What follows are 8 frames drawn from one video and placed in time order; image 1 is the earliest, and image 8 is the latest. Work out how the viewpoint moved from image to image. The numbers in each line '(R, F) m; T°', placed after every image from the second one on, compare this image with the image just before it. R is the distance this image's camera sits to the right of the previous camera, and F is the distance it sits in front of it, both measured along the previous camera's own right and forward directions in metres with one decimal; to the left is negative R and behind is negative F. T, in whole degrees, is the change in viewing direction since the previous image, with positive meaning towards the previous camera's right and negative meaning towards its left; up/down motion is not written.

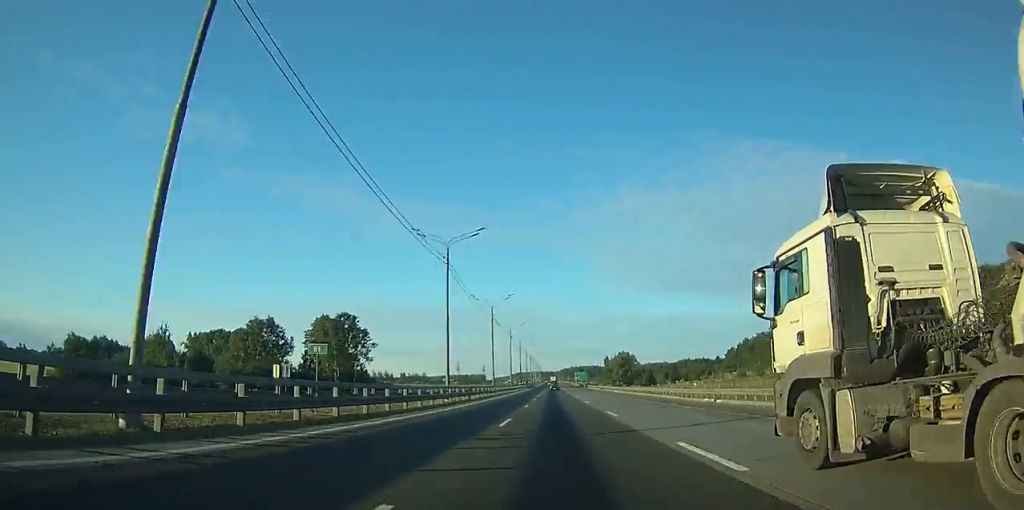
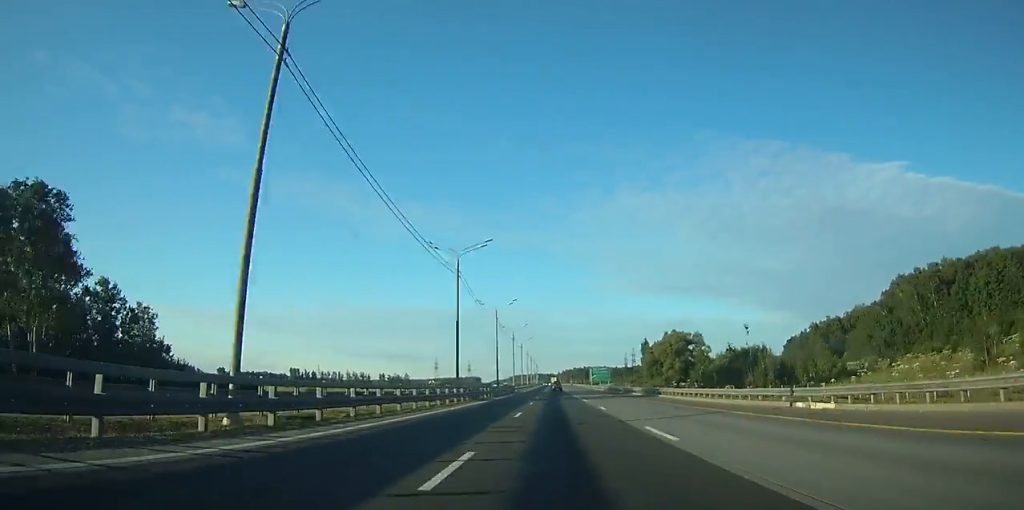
(0.0, +109.4) m; 0°
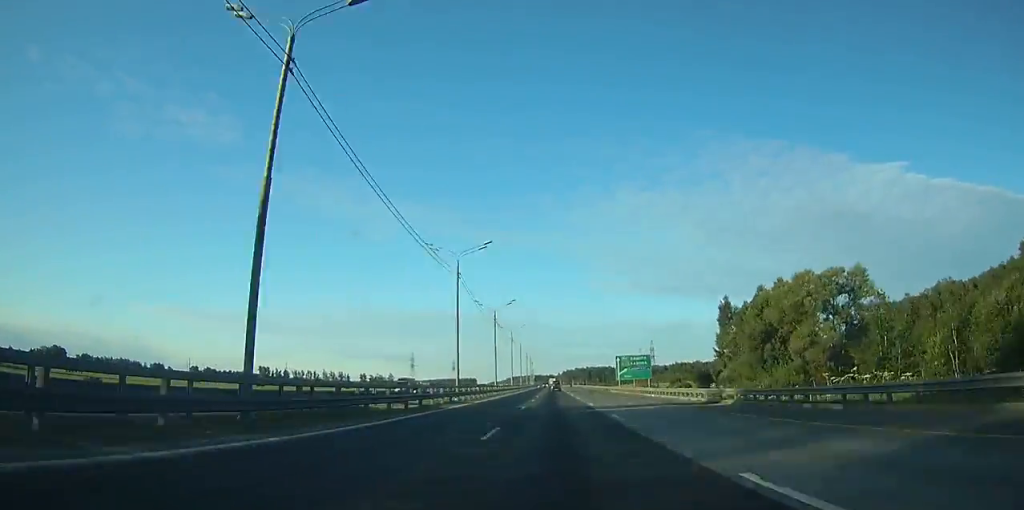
(+0.1, +72.1) m; 0°
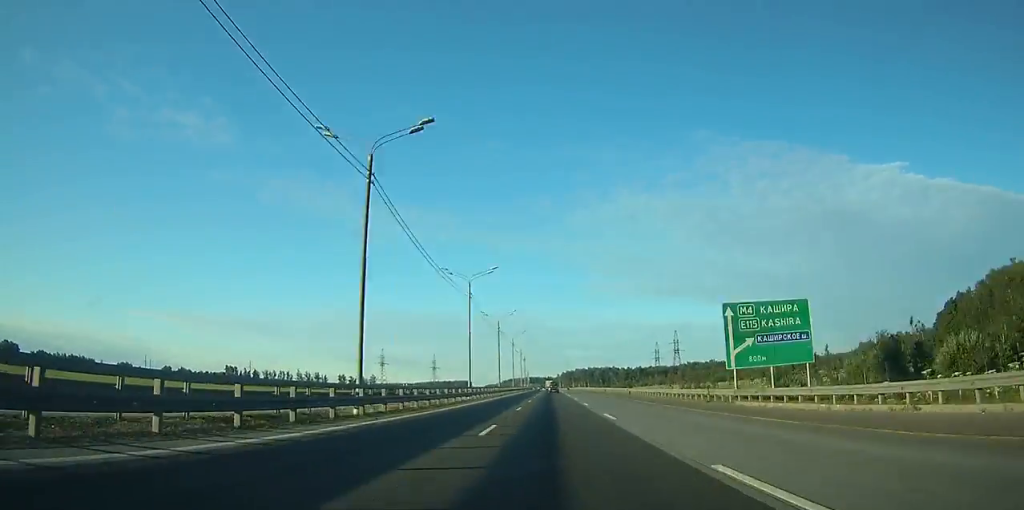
(0.0, +55.5) m; 0°
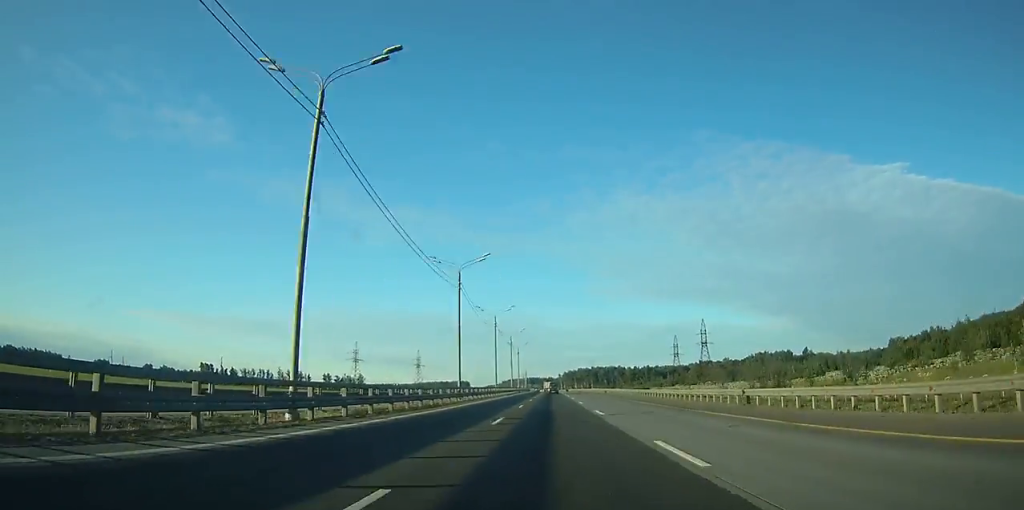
(0.0, +39.6) m; 0°
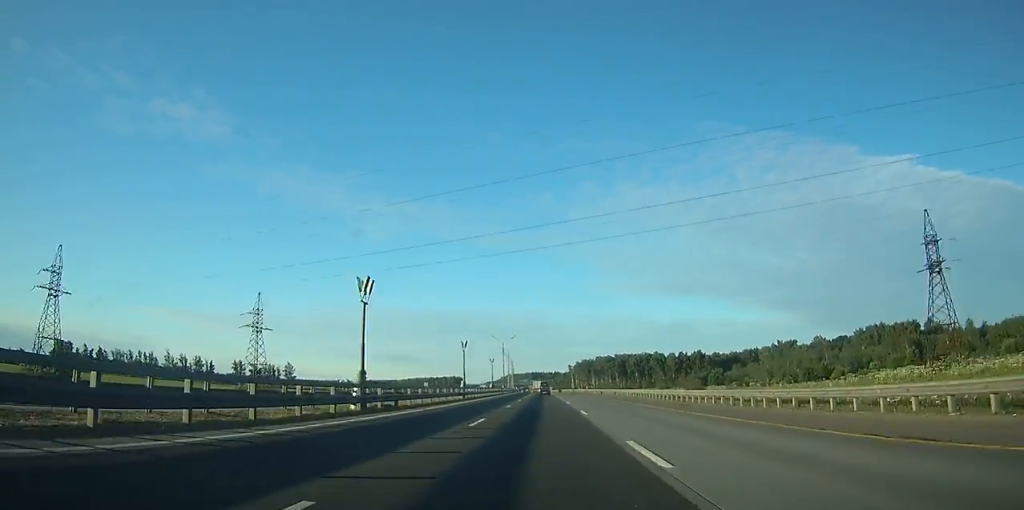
(-0.7, +165.8) m; -1°
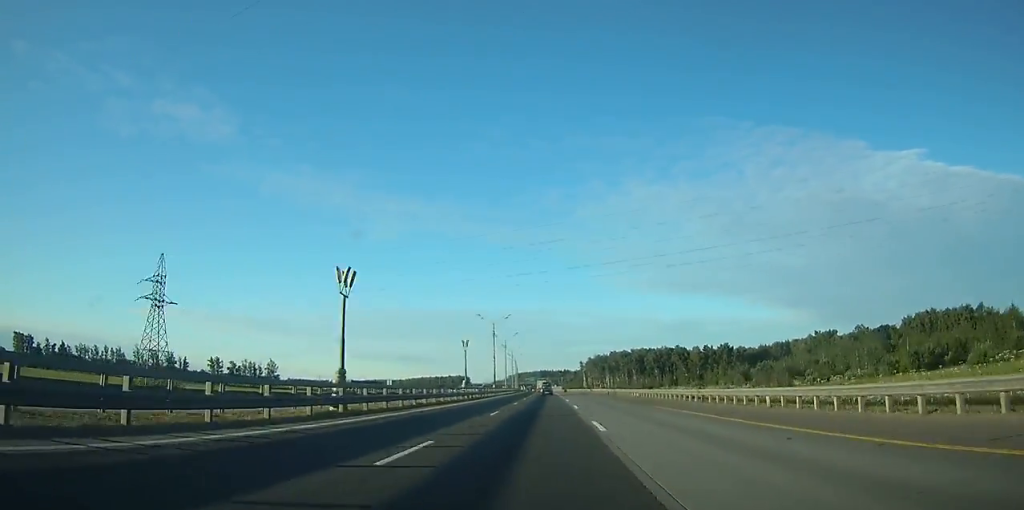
(-0.1, +40.0) m; -1°
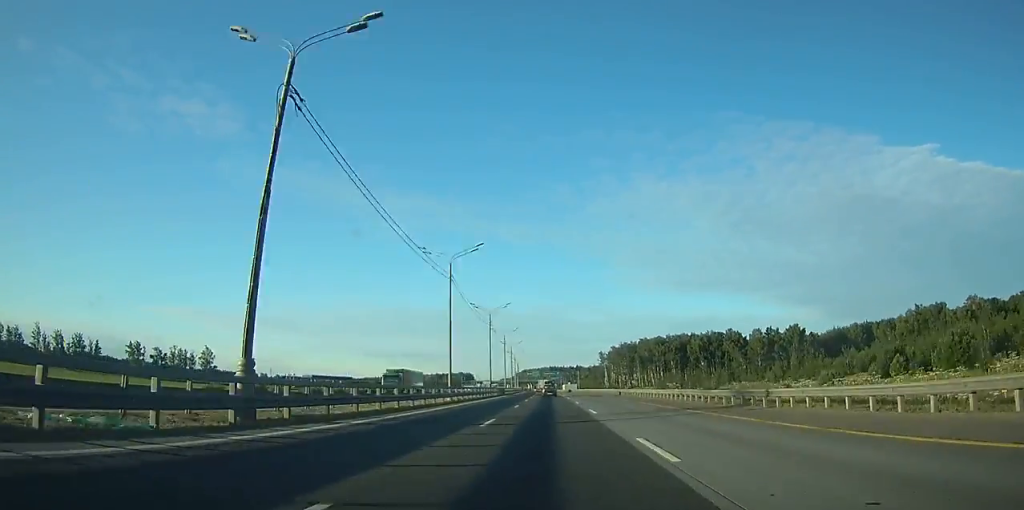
(-1.0, +88.4) m; -1°
